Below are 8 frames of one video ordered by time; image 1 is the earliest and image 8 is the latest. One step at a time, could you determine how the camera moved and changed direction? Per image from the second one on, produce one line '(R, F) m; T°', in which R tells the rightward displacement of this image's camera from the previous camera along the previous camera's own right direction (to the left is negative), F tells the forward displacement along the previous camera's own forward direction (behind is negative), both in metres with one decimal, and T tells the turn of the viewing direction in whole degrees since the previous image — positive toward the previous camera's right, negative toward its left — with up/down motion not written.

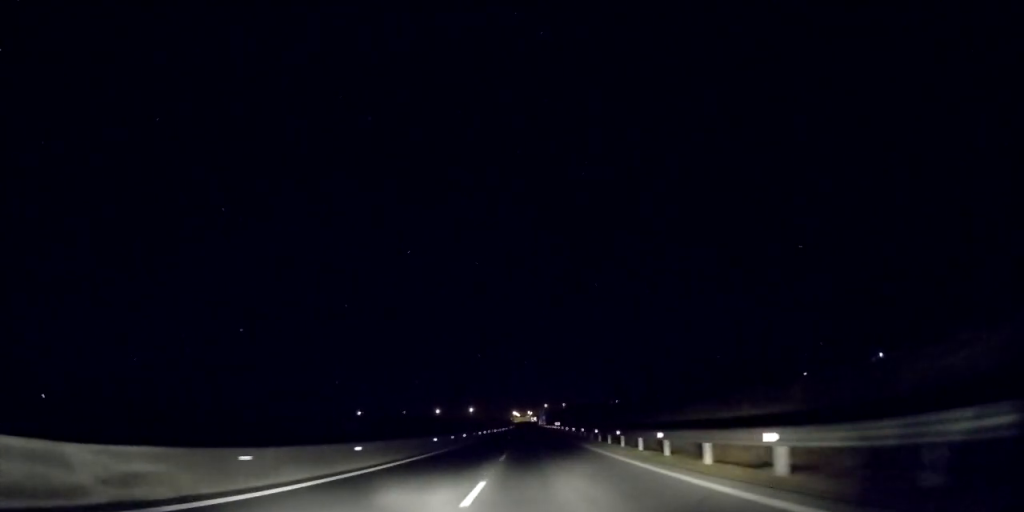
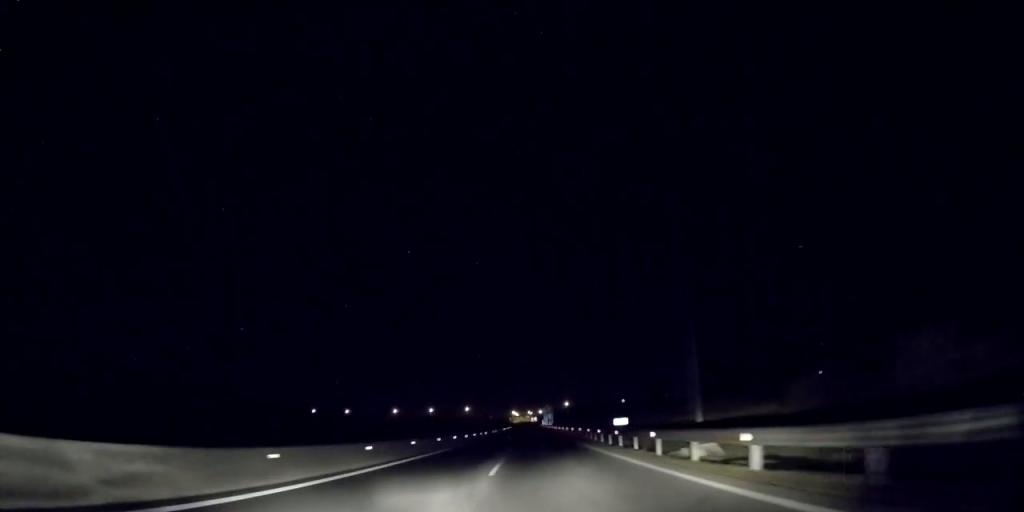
(-0.5, +54.7) m; 0°
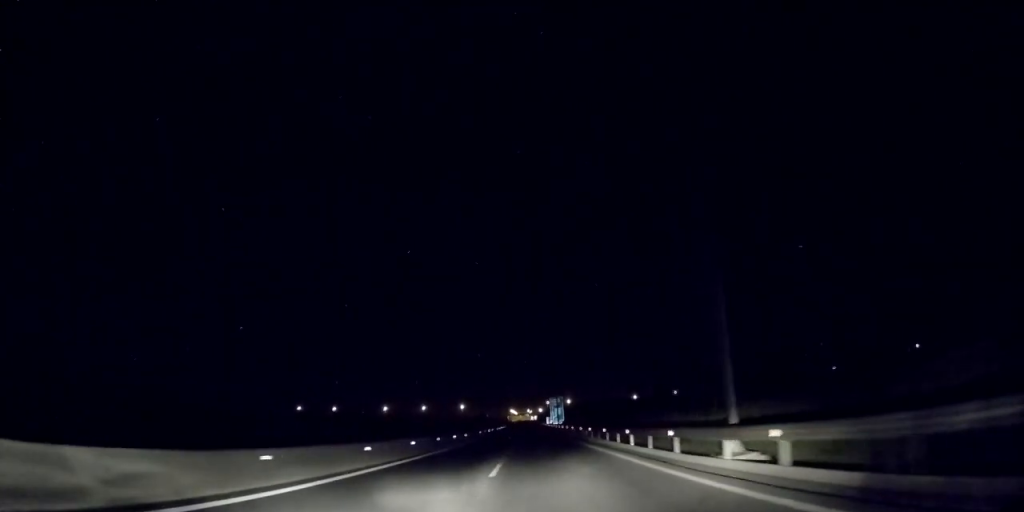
(+0.8, +48.1) m; +1°
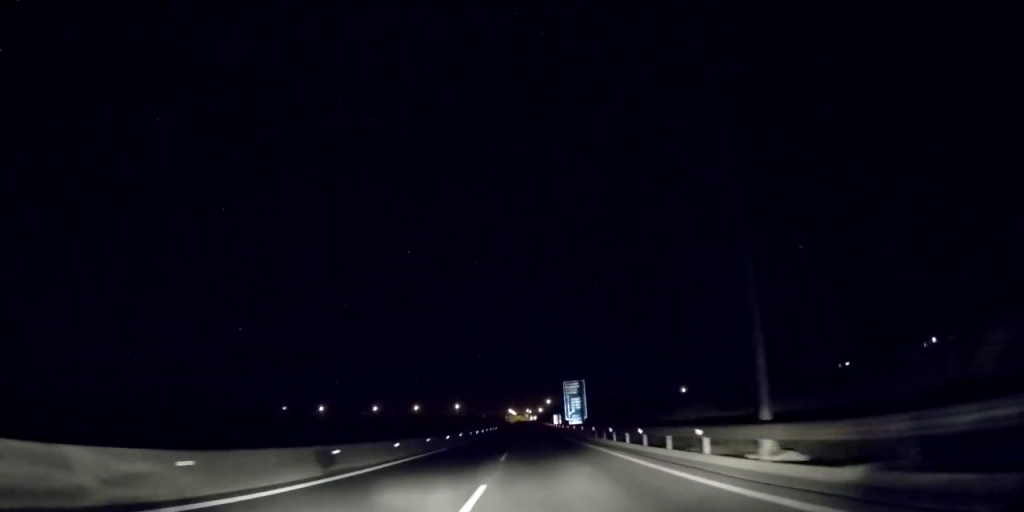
(-0.6, +43.0) m; -1°
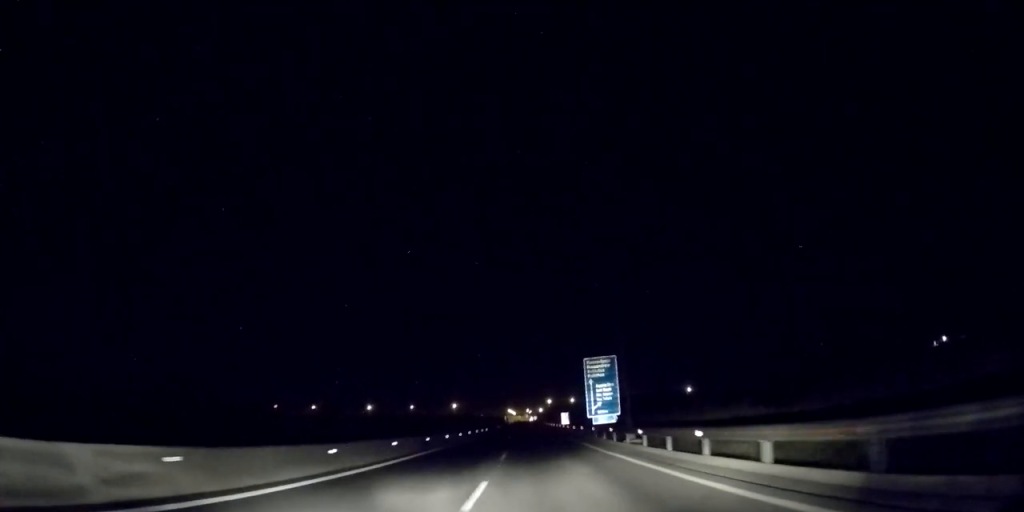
(+0.2, +24.8) m; 0°
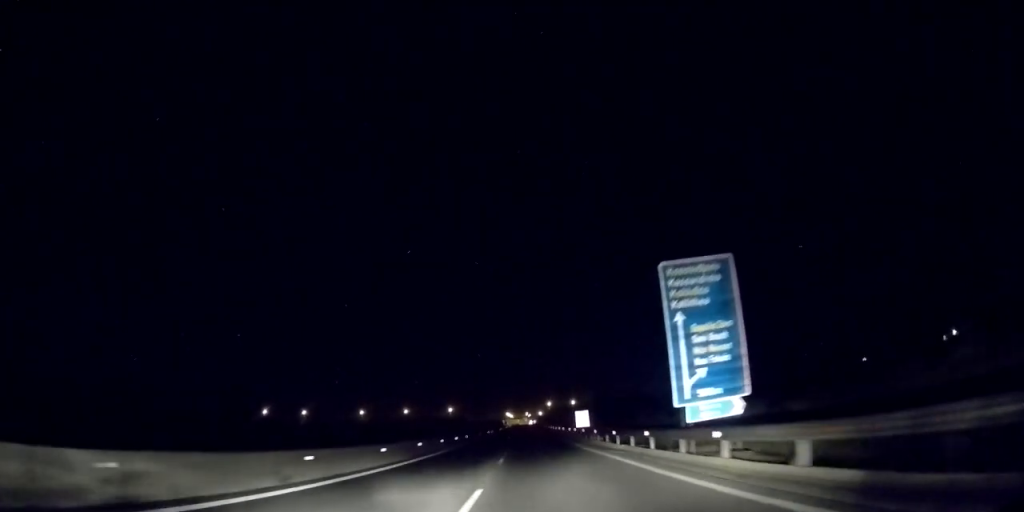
(0.0, +26.0) m; 0°
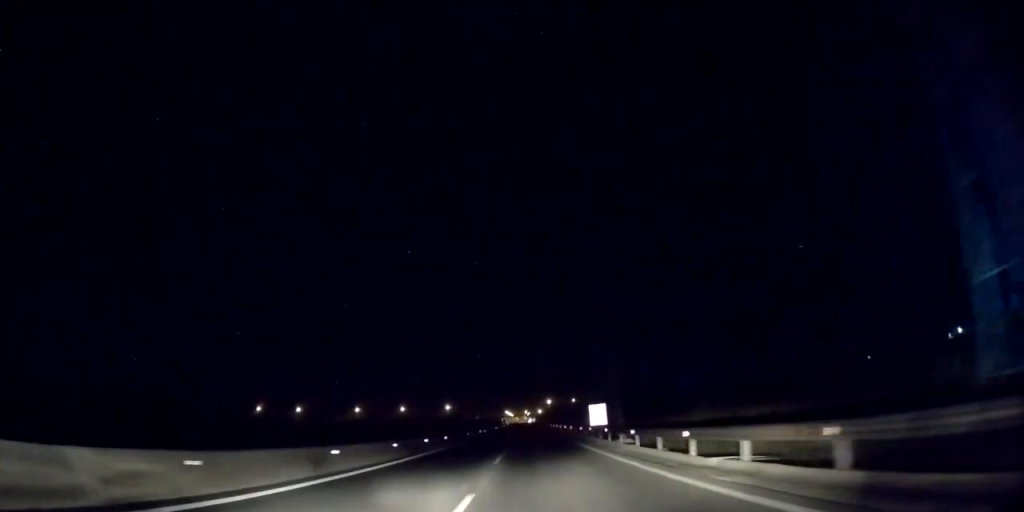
(0.0, +13.6) m; 0°
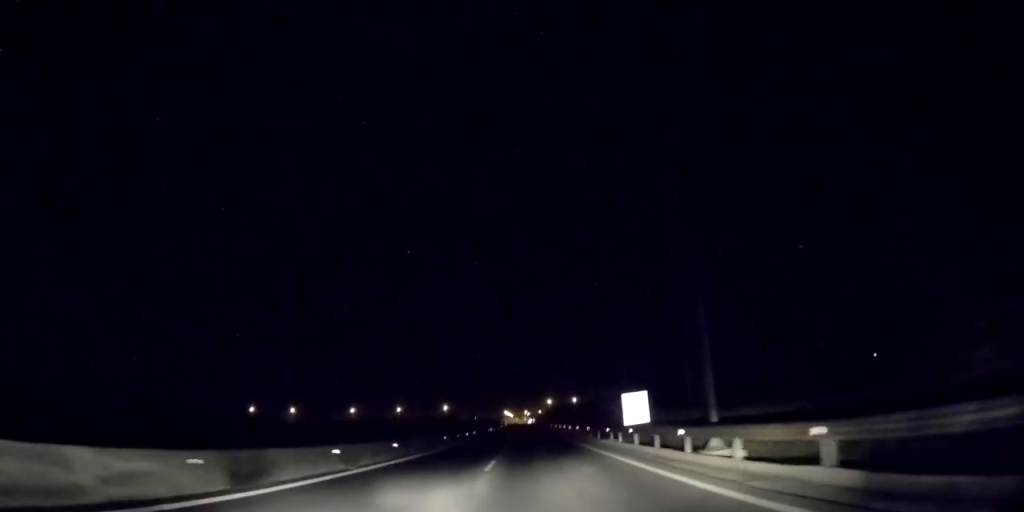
(0.0, +15.8) m; 0°
